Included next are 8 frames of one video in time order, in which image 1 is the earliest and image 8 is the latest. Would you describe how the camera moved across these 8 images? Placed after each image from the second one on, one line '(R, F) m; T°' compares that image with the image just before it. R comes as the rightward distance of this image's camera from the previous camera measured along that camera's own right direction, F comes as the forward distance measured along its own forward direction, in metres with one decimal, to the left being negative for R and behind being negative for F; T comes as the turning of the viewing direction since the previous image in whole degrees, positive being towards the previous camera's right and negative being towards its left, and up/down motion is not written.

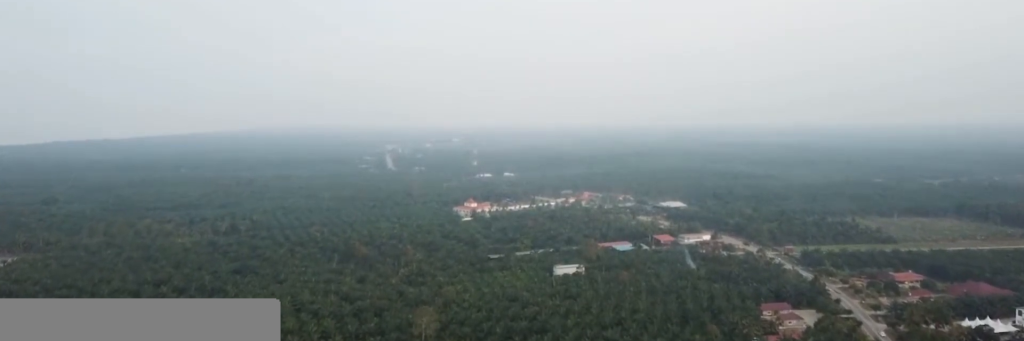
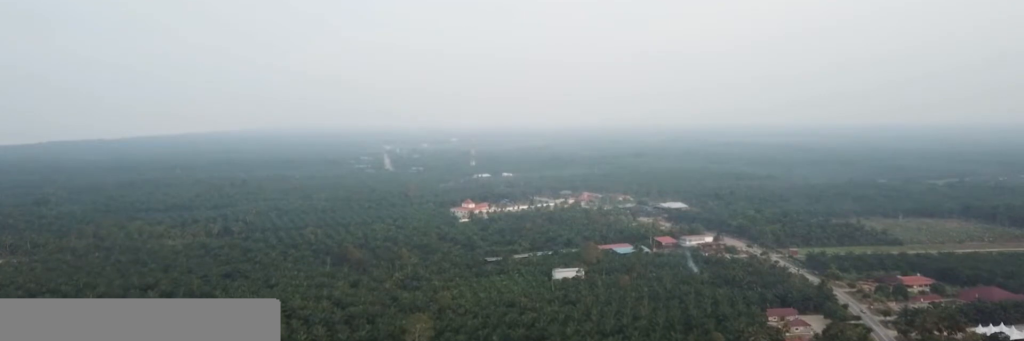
(+0.1, +13.7) m; +1°
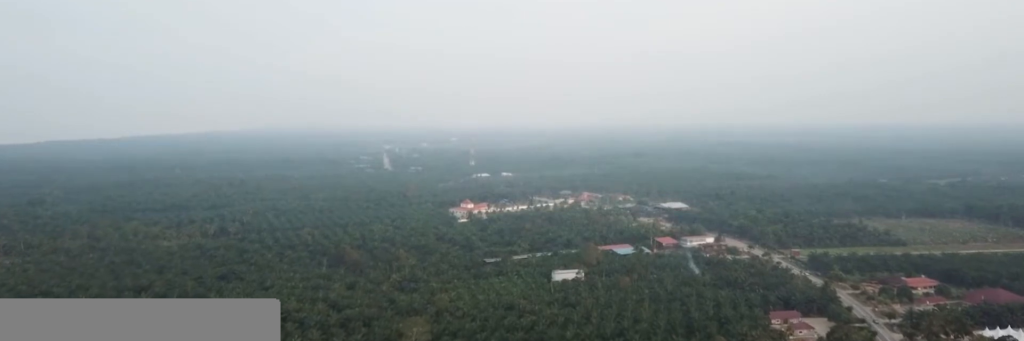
(0.0, +6.7) m; 0°
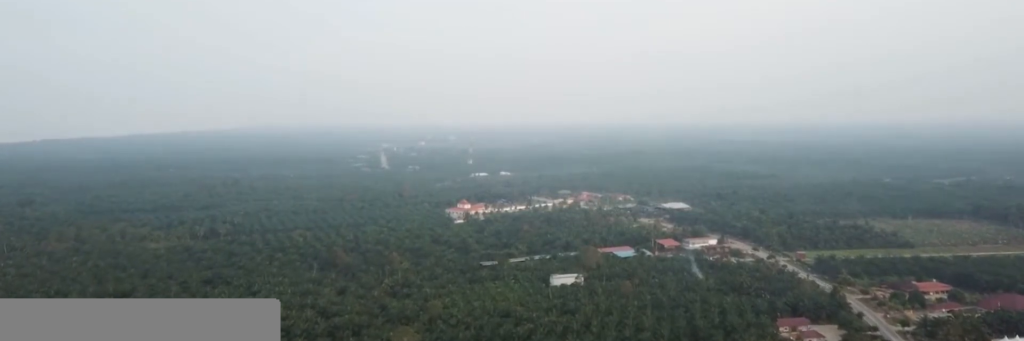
(0.0, +17.1) m; 0°
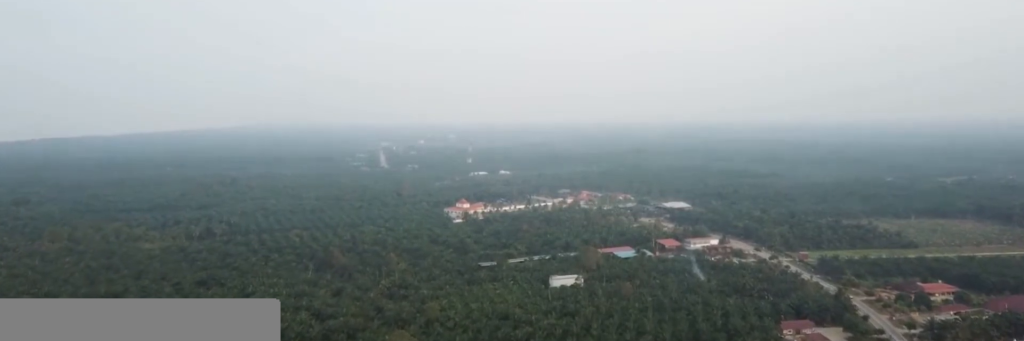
(0.0, +7.6) m; 0°
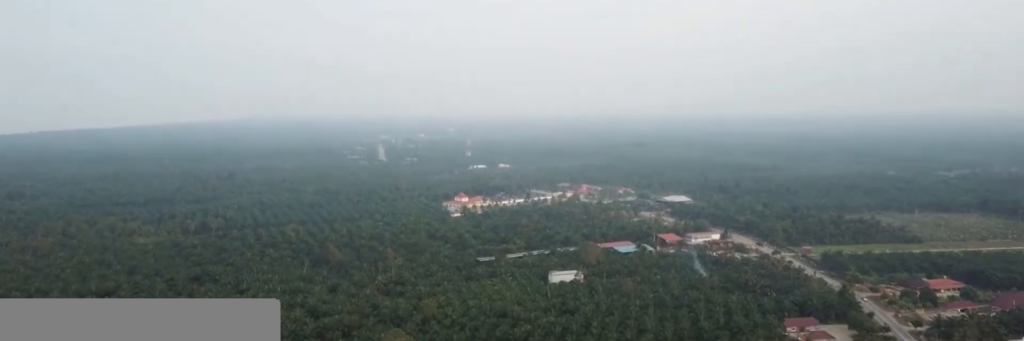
(0.0, +7.6) m; 0°
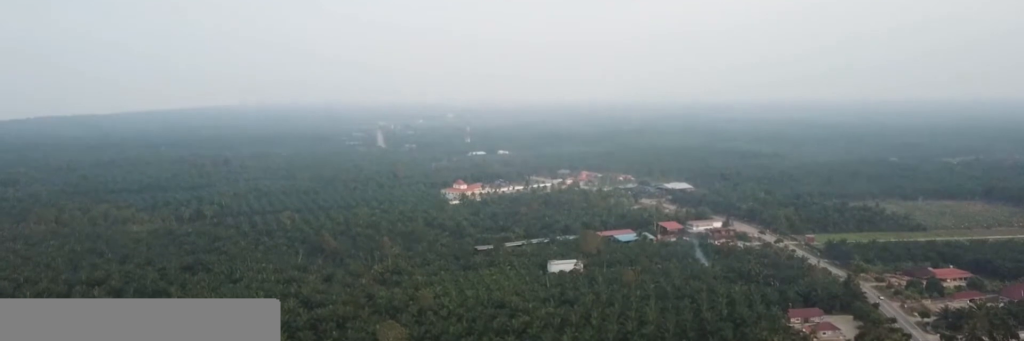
(0.0, +8.8) m; 0°
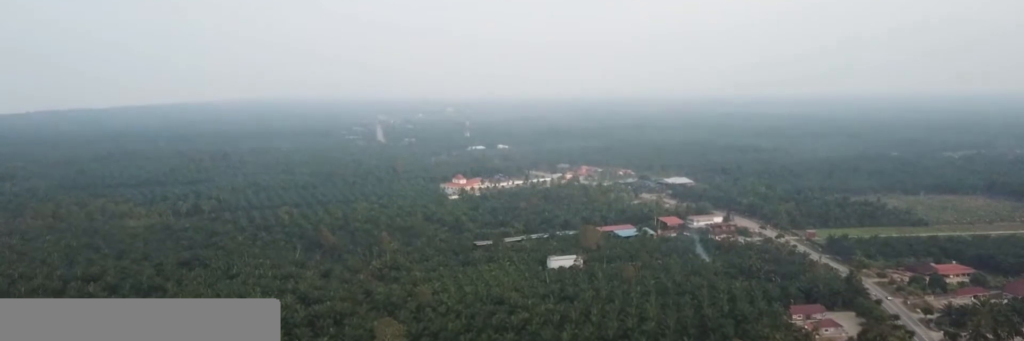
(0.0, +4.0) m; 0°
